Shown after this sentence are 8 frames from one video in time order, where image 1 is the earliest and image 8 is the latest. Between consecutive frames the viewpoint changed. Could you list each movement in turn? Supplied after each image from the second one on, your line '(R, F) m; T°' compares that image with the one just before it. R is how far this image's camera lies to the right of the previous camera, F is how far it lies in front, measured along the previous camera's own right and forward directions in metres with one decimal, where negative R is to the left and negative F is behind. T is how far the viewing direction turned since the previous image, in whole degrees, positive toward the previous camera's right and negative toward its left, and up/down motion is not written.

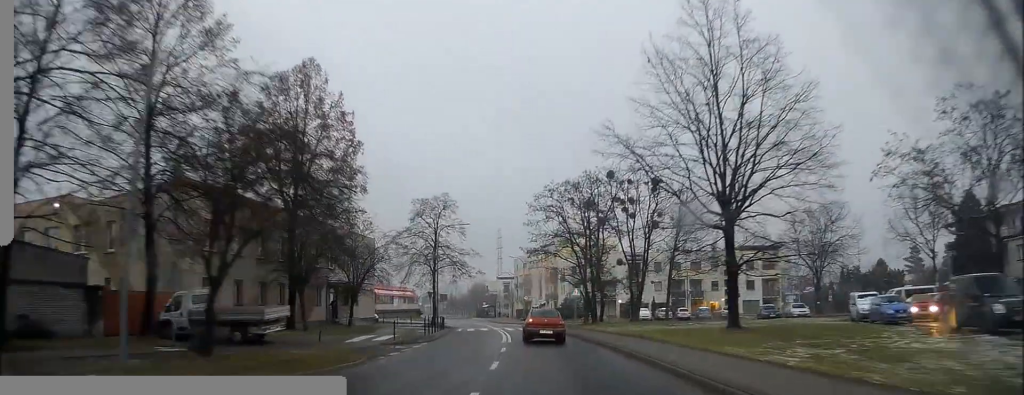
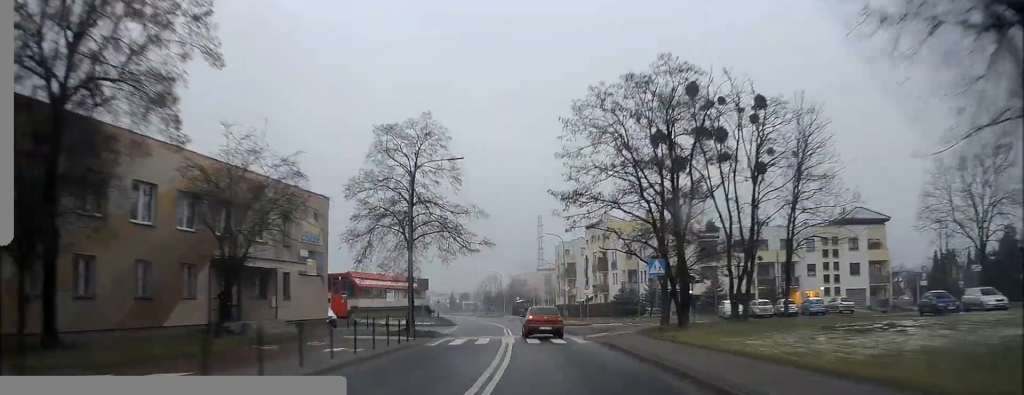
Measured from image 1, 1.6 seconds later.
(-0.9, +22.2) m; -4°
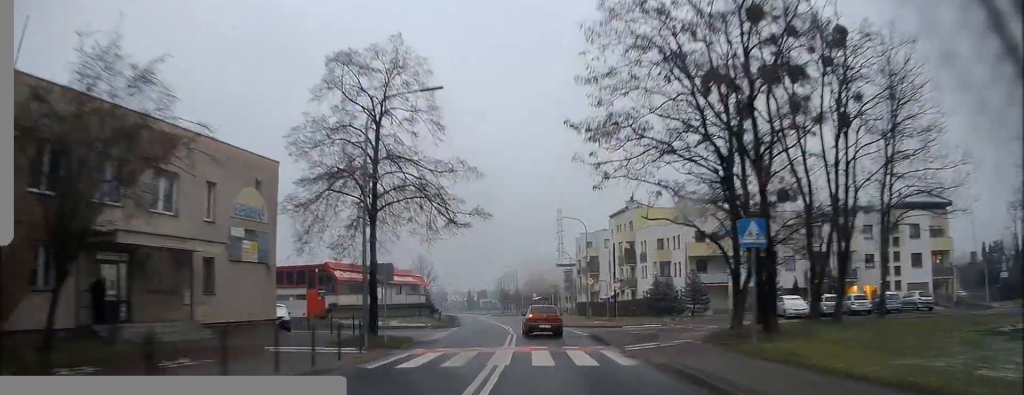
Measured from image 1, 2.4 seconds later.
(-0.2, +10.0) m; -2°
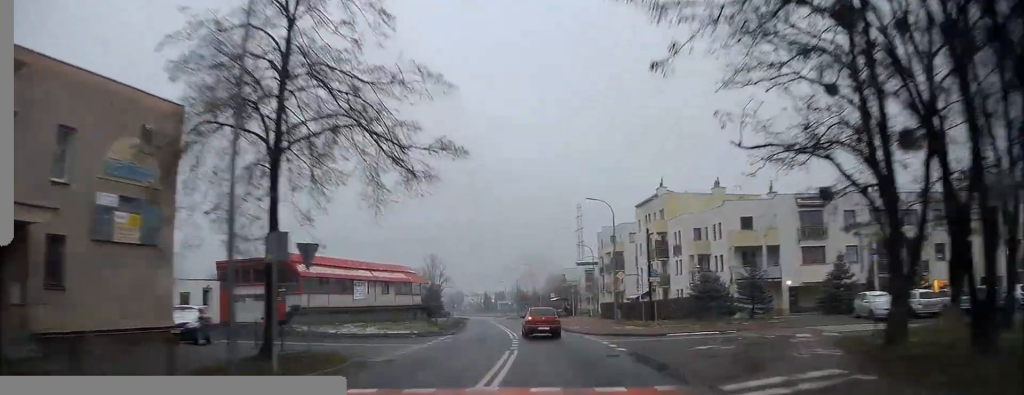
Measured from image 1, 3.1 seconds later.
(-0.1, +10.0) m; -2°
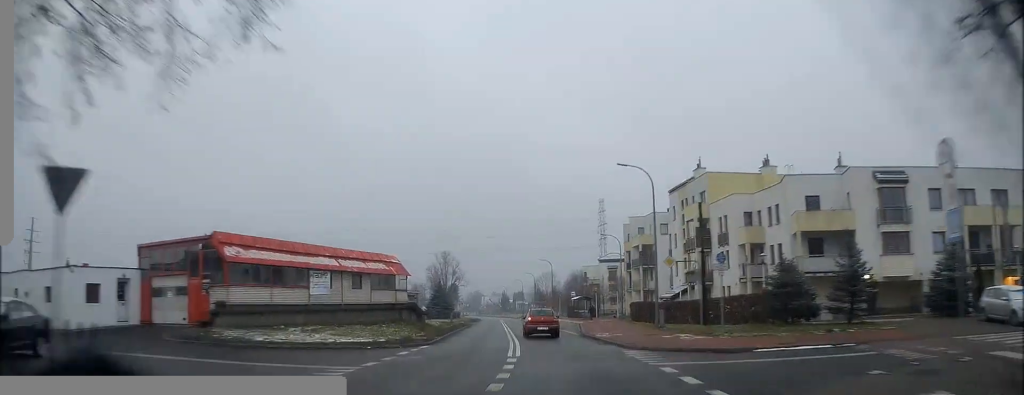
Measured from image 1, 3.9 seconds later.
(-0.1, +10.6) m; -2°
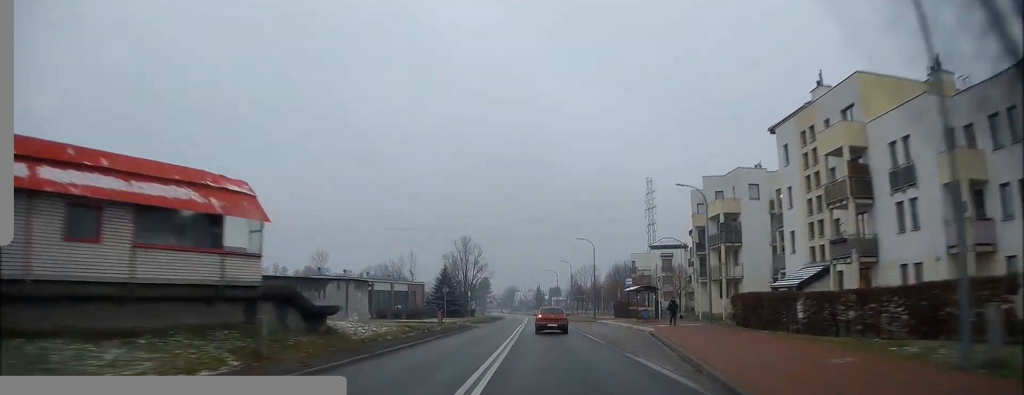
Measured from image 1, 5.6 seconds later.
(-0.9, +24.1) m; -4°
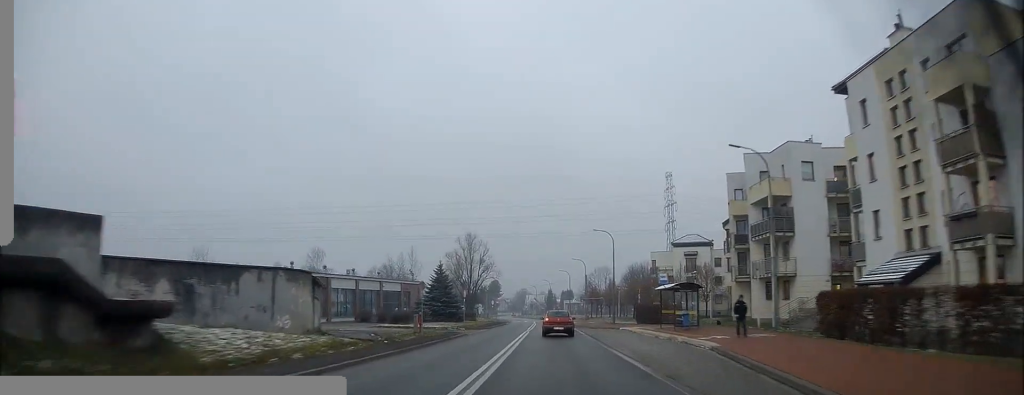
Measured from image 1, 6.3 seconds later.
(-0.2, +10.3) m; -2°
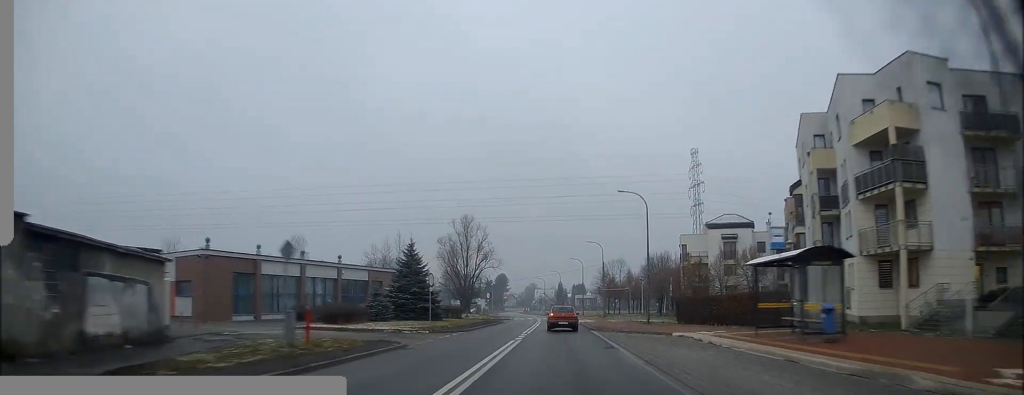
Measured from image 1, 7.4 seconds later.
(-0.4, +17.0) m; -2°
